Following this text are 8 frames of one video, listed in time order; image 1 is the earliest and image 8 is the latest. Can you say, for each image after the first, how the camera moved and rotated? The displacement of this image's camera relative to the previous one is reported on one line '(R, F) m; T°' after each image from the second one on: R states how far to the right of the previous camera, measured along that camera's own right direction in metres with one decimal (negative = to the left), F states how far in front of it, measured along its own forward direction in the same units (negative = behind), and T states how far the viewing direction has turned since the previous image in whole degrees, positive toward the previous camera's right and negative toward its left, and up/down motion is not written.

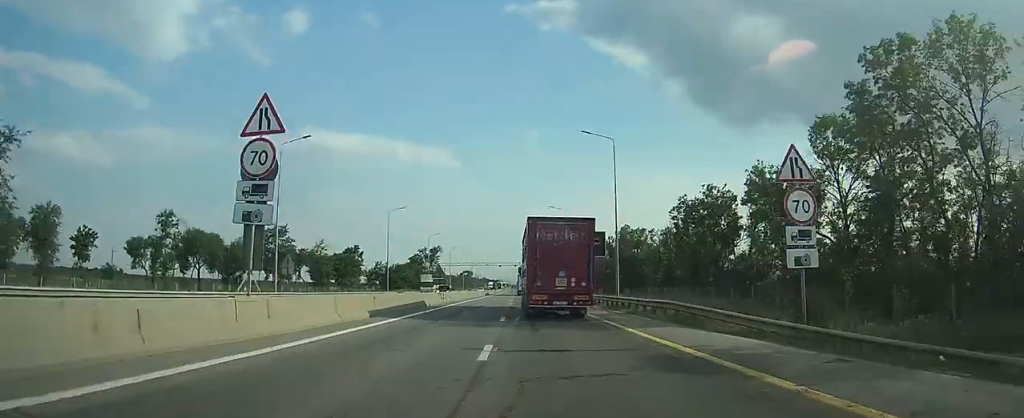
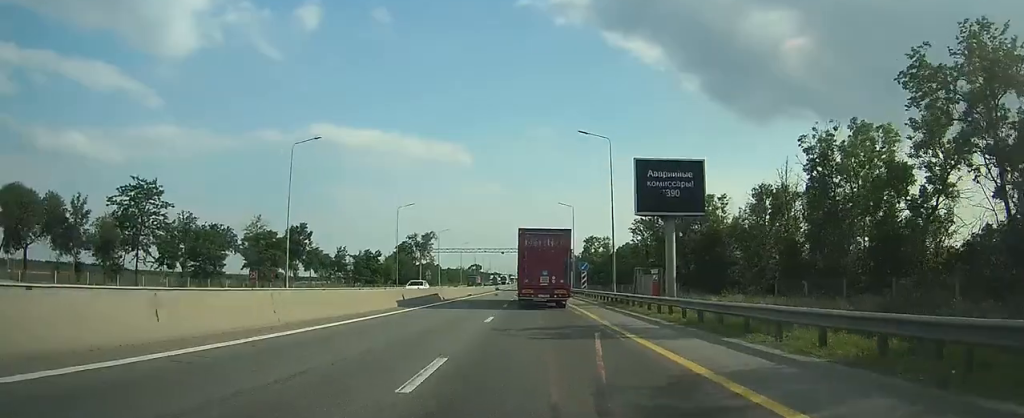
(0.0, +39.1) m; 0°
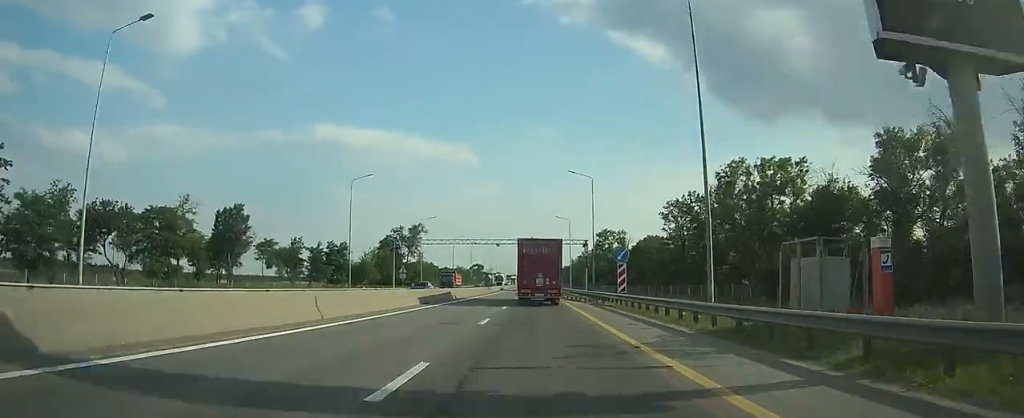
(-0.2, +24.3) m; 0°
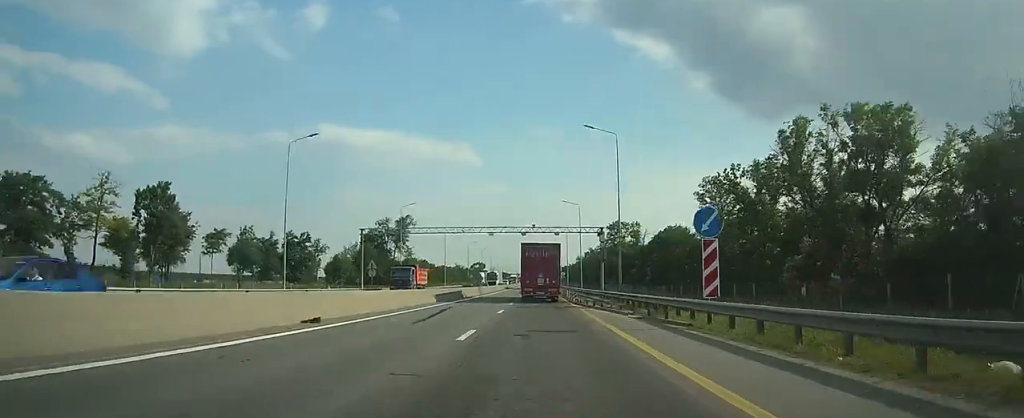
(+0.1, +17.5) m; -1°
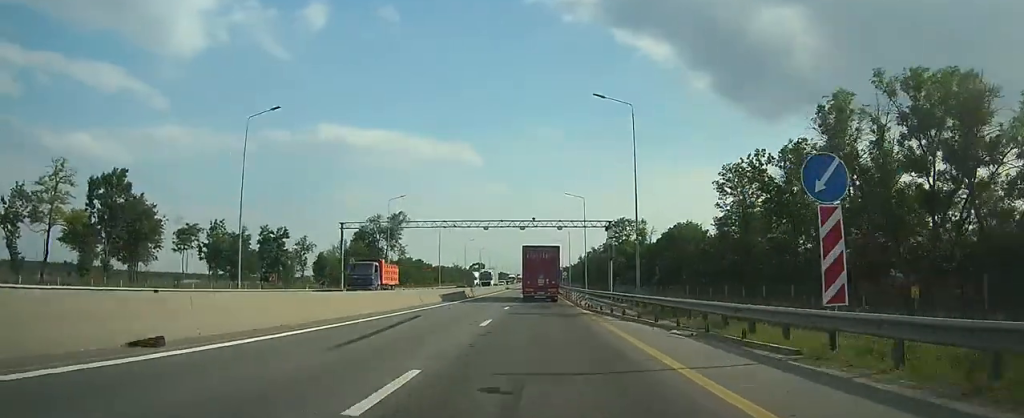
(0.0, +7.5) m; 0°
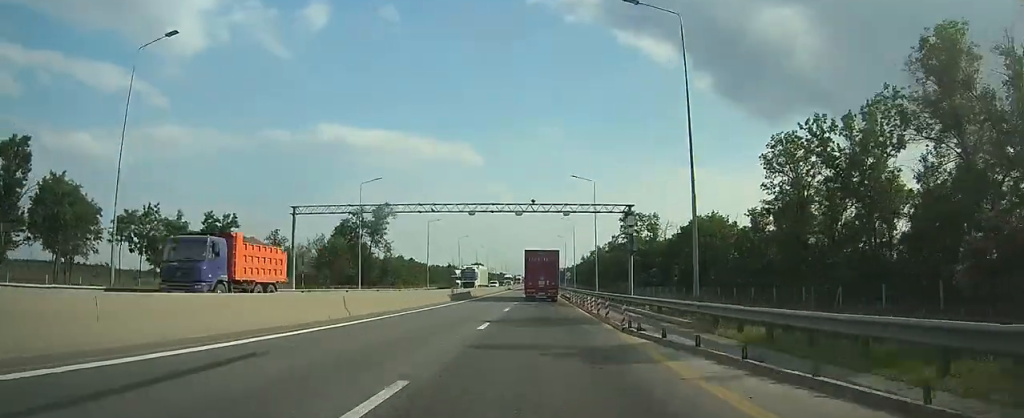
(-0.3, +13.0) m; -1°
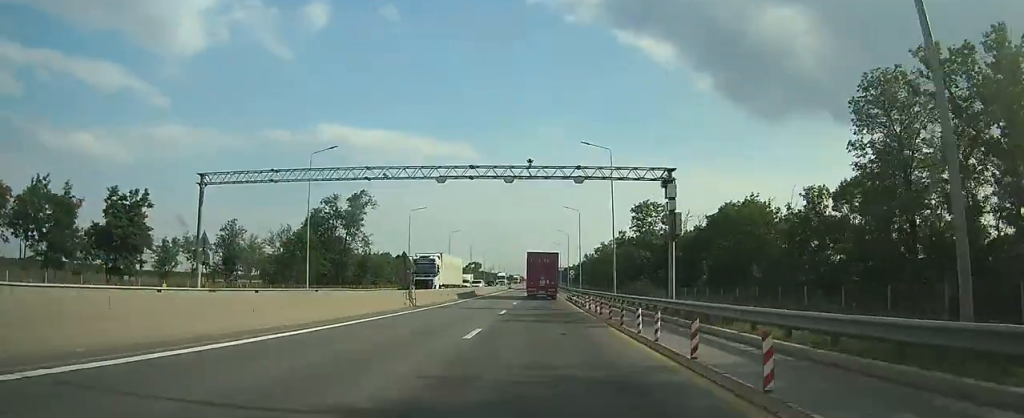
(0.0, +14.9) m; 0°
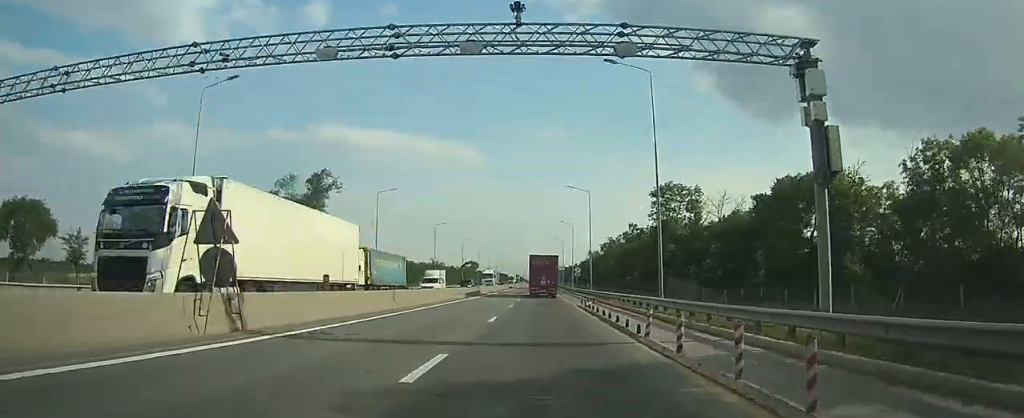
(+0.1, +18.1) m; 0°
